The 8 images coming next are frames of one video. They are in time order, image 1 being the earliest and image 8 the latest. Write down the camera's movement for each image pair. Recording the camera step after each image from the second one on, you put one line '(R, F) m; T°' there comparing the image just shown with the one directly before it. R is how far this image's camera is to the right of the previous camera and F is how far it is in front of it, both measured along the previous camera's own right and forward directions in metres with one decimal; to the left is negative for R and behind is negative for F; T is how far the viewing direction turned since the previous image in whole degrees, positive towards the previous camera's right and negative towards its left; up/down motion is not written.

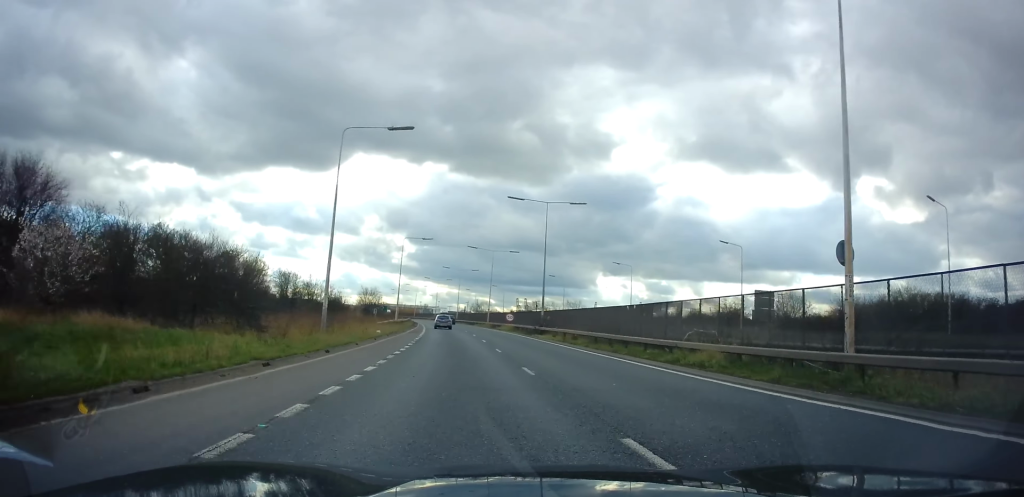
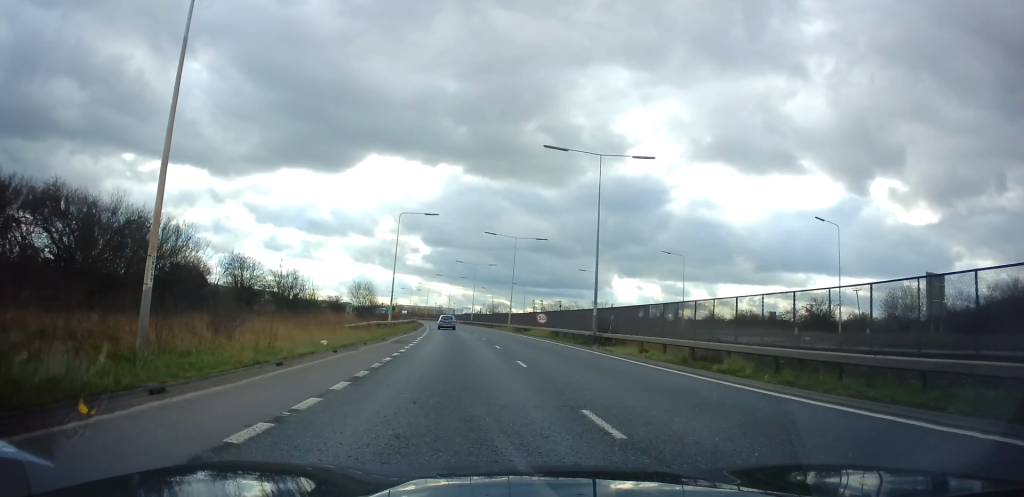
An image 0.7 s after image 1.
(-0.3, +15.9) m; -2°
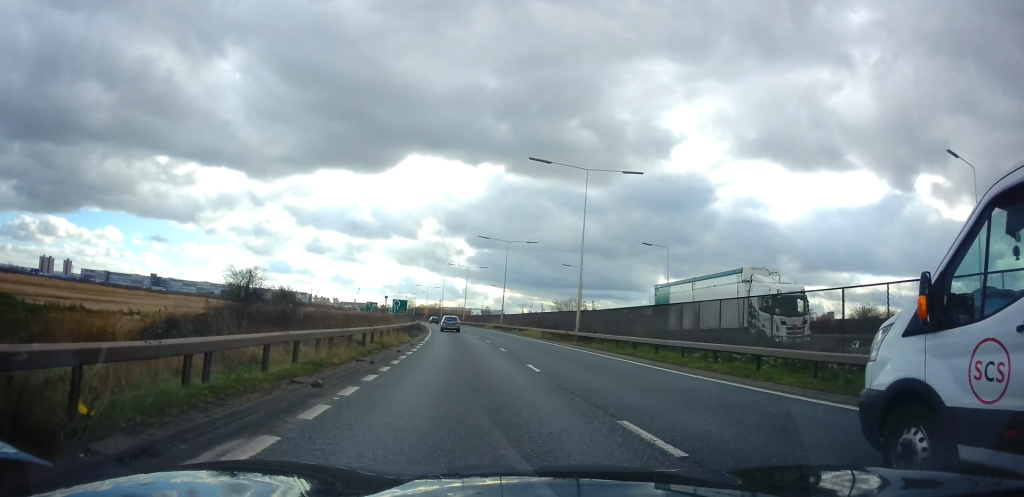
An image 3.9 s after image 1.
(-3.7, +72.7) m; -5°
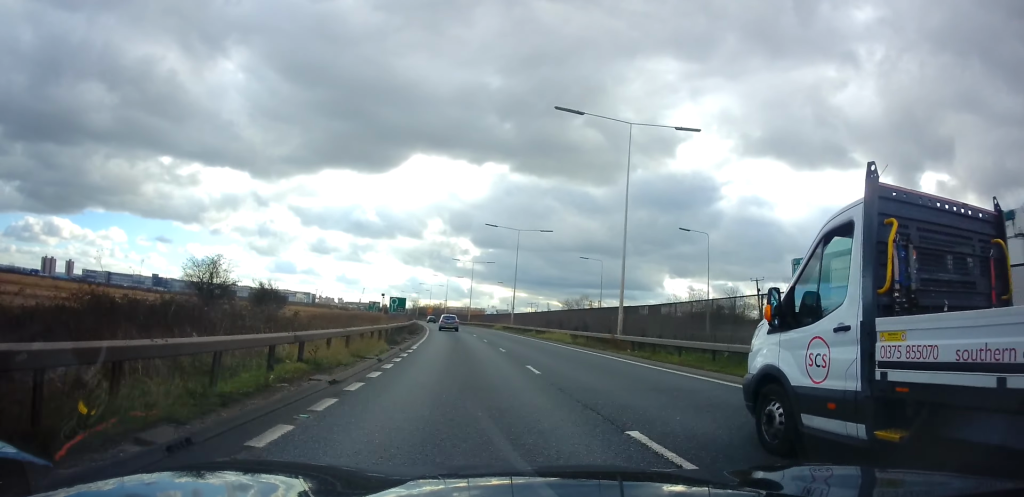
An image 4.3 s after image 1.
(+0.1, +9.7) m; 0°
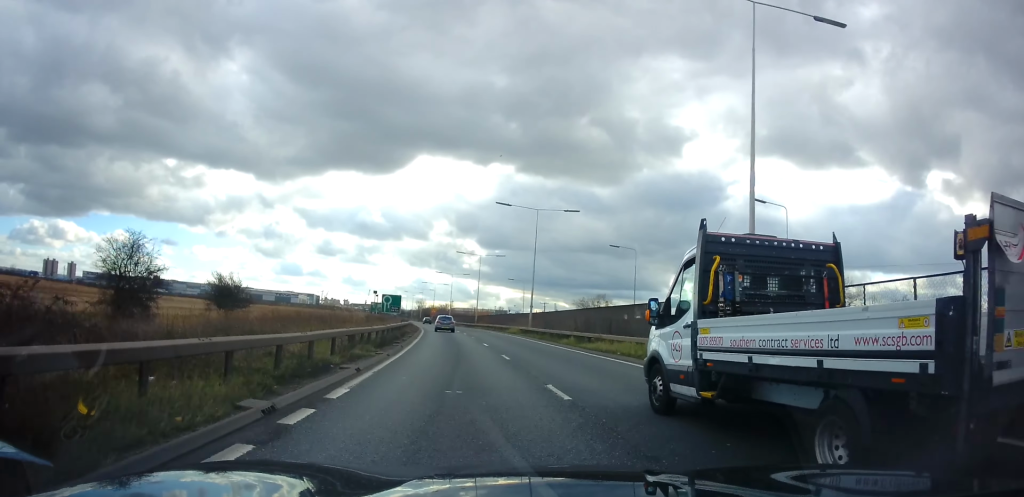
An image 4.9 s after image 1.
(-0.2, +13.4) m; -1°
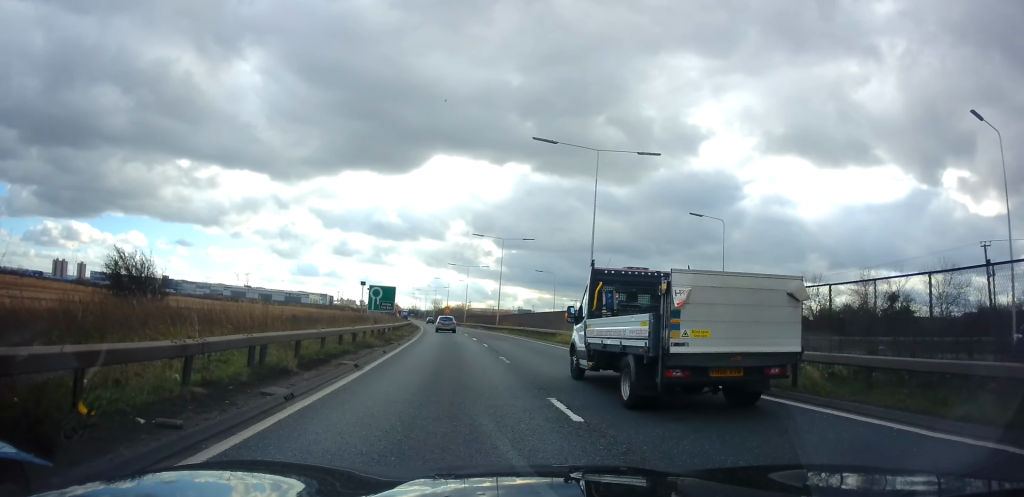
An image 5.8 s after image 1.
(-0.3, +19.9) m; -2°
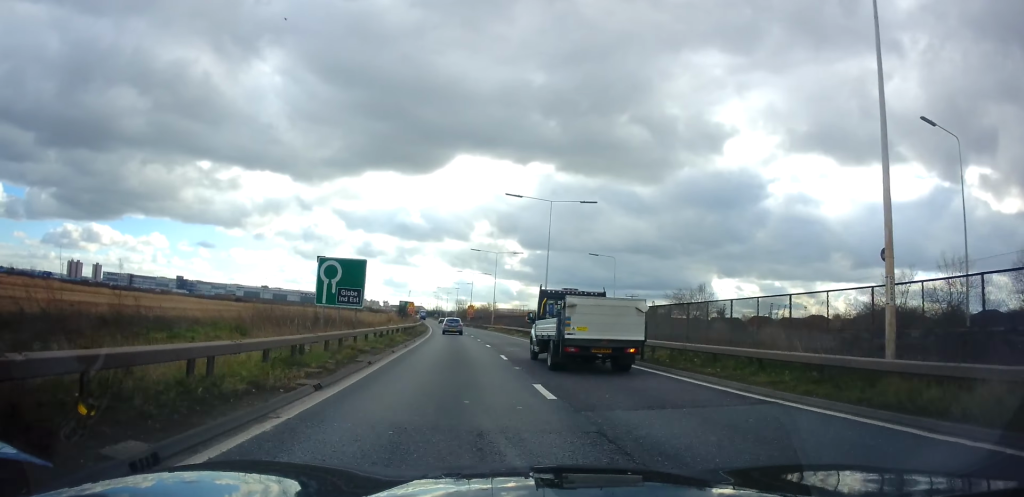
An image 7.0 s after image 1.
(-0.4, +24.6) m; -2°
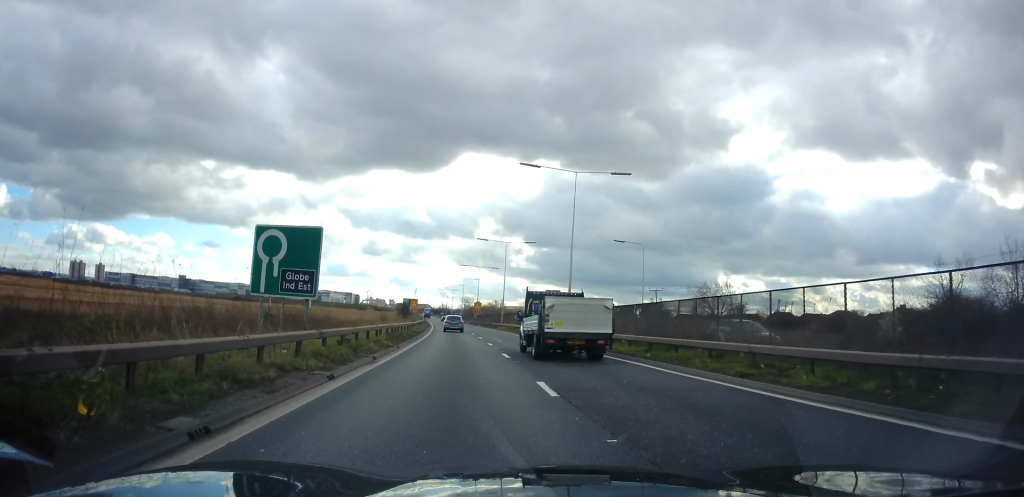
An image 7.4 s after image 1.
(0.0, +9.3) m; -1°
